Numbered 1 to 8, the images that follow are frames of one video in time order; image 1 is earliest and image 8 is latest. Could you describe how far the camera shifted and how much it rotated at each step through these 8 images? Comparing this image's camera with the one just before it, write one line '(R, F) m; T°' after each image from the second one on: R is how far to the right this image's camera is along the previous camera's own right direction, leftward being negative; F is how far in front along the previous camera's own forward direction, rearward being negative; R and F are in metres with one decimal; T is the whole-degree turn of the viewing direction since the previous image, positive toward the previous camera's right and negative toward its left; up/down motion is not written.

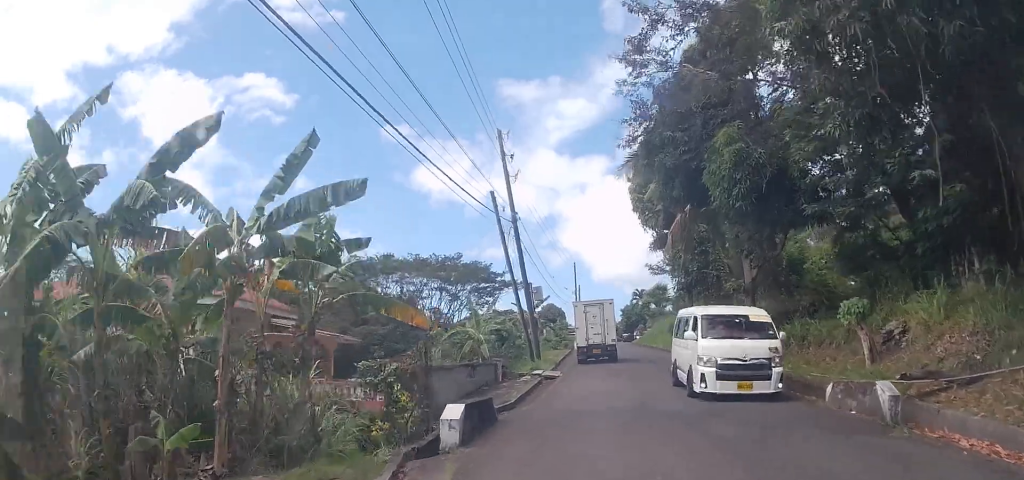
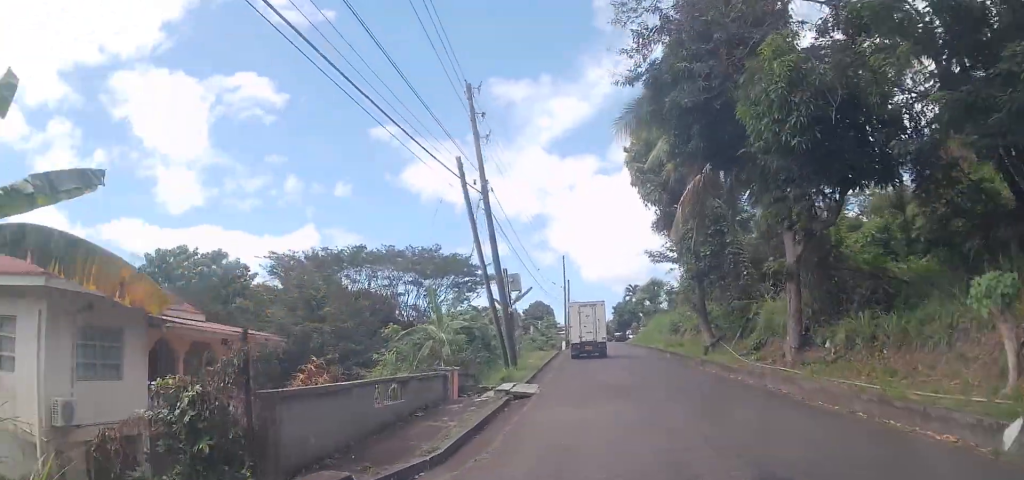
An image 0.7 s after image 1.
(0.0, +6.0) m; -1°
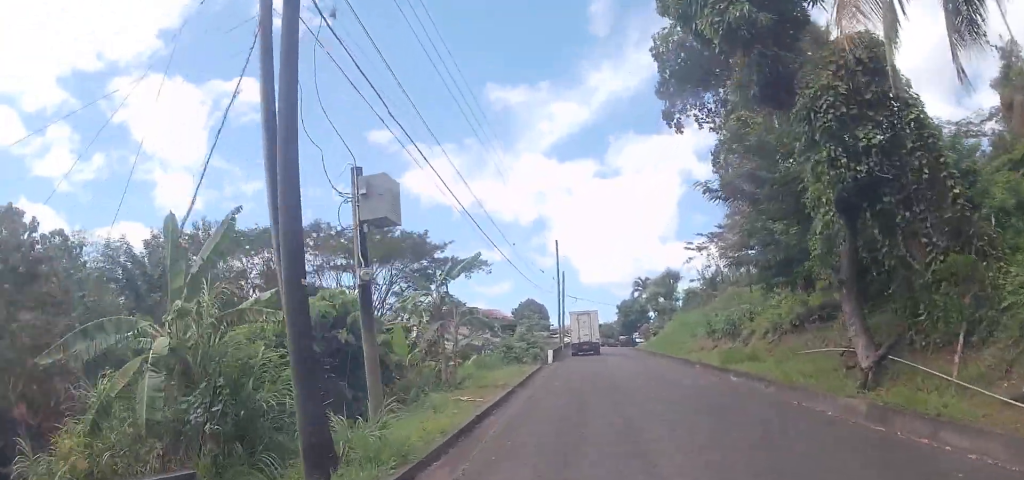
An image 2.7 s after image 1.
(-0.5, +16.6) m; -1°
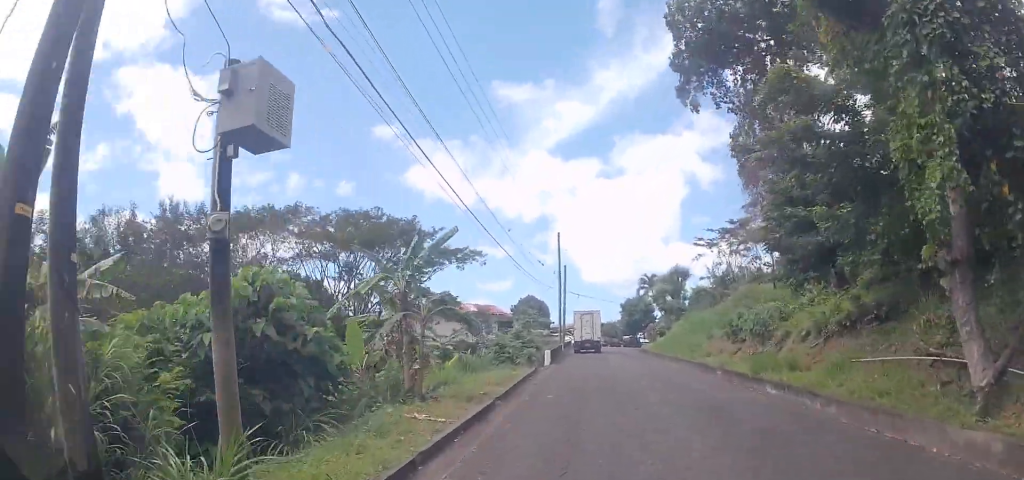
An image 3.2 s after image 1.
(0.0, +4.0) m; +1°
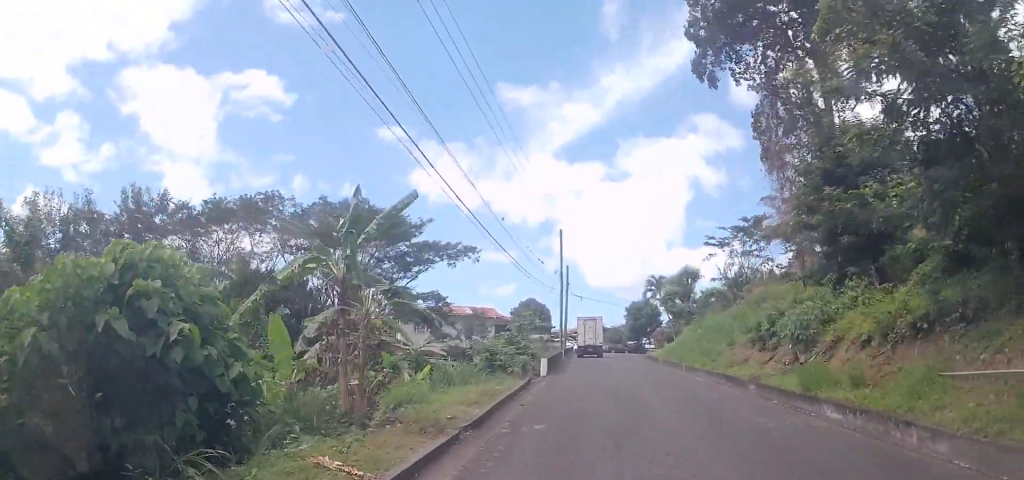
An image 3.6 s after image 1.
(+0.1, +4.0) m; +2°
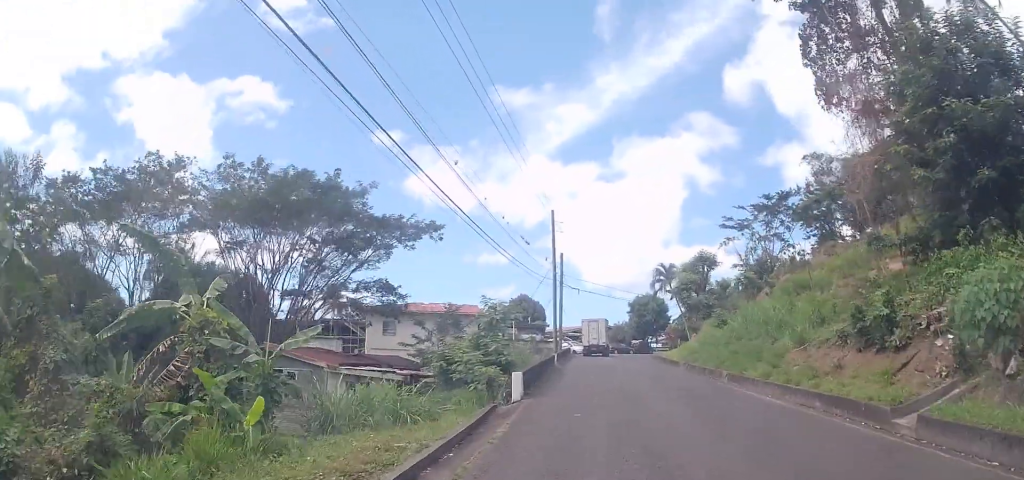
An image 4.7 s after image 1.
(+0.4, +9.0) m; -2°
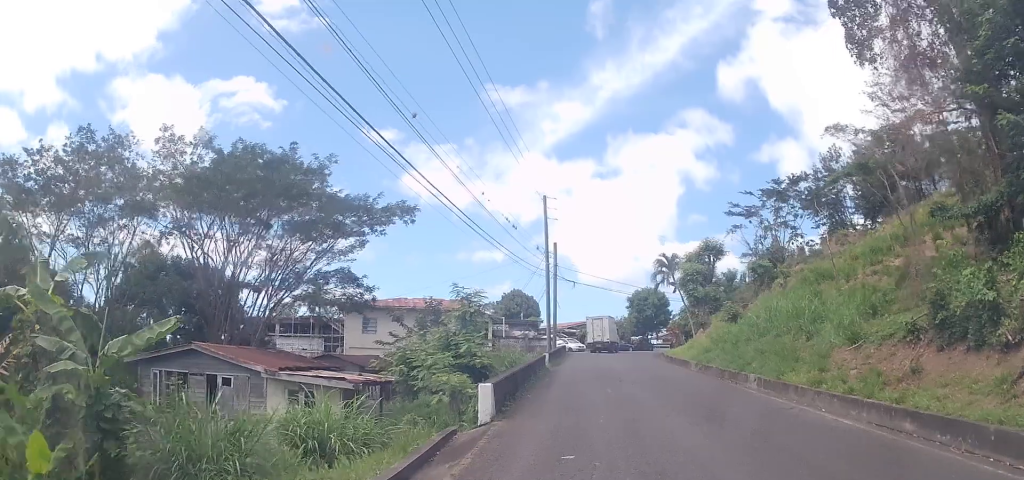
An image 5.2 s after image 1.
(+0.4, +3.9) m; -3°
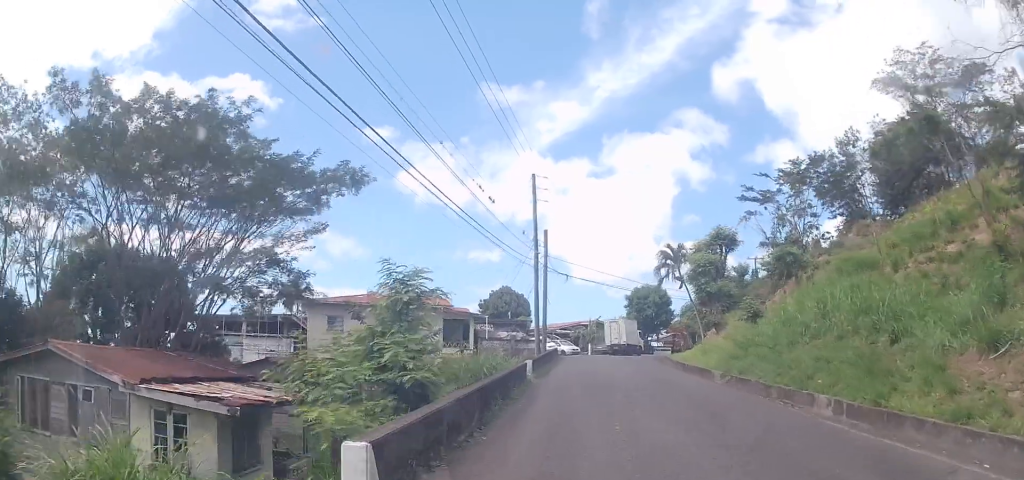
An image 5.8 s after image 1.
(-1.1, +5.8) m; -2°
